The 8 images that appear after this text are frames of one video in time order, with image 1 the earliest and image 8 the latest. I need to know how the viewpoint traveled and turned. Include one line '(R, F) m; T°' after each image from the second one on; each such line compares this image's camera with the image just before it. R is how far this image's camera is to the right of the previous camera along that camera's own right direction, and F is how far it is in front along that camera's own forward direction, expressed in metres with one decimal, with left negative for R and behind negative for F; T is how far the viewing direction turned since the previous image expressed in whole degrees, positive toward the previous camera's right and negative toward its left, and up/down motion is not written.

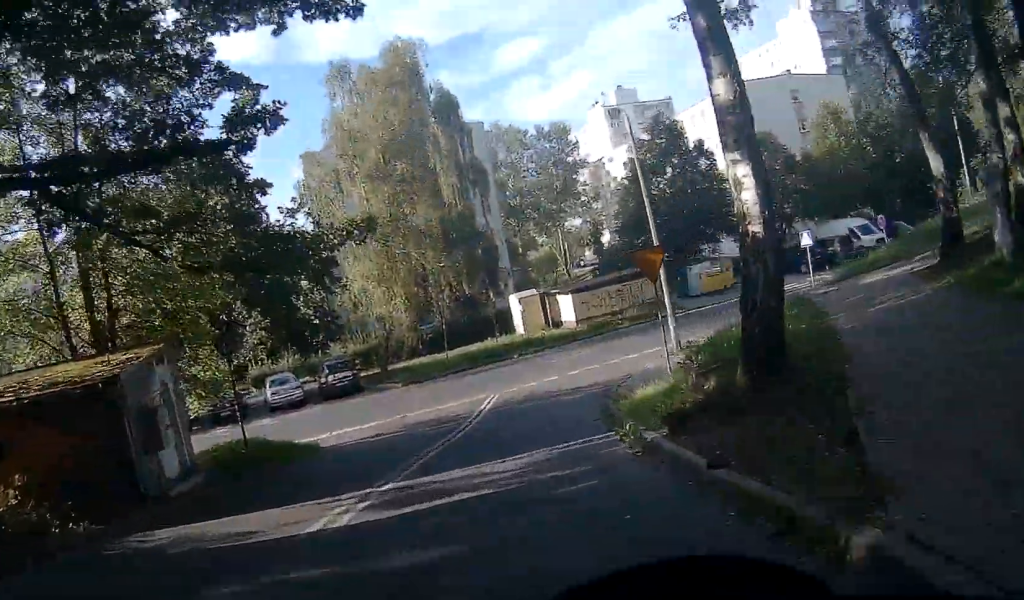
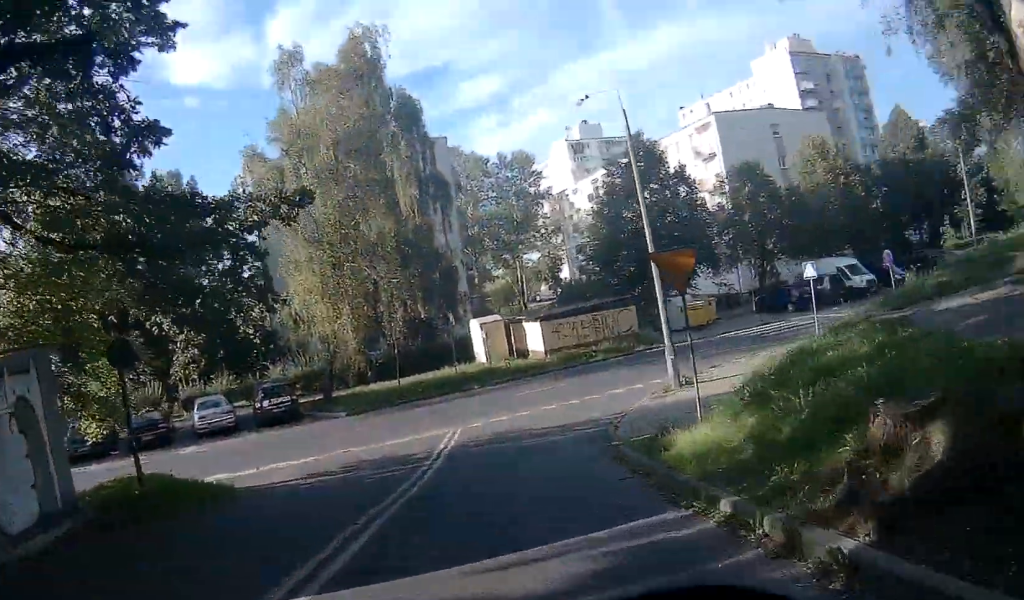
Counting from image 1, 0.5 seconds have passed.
(0.0, +4.4) m; +3°
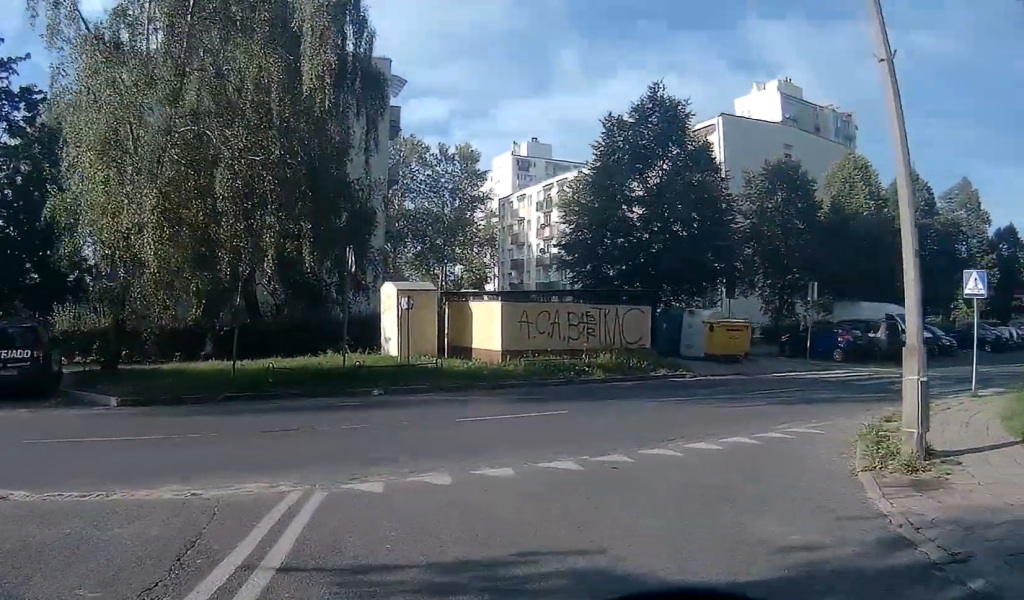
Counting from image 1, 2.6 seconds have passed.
(+2.4, +17.6) m; +13°
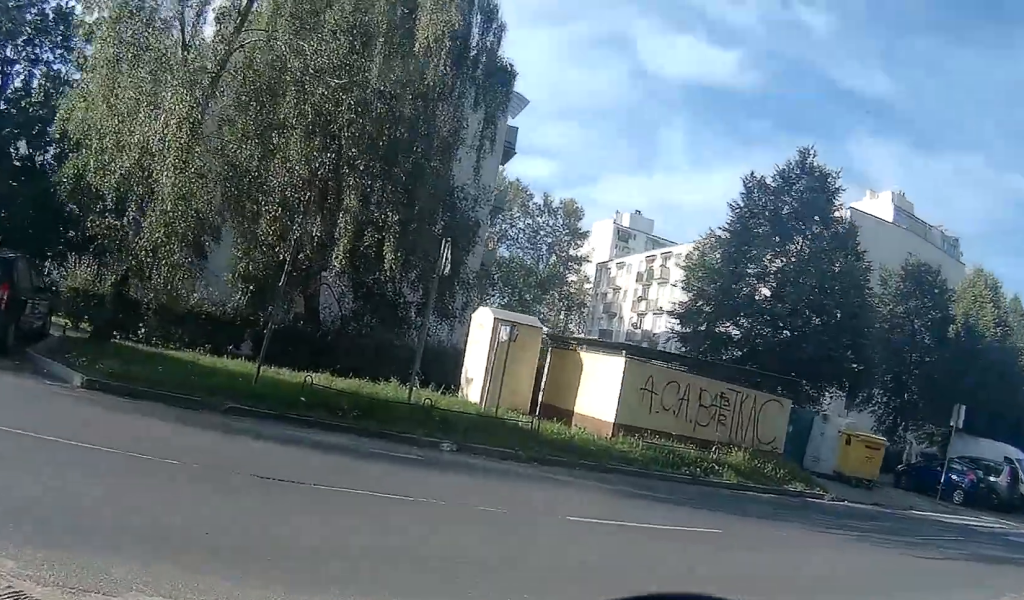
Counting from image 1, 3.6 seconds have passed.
(+0.1, +6.0) m; -2°
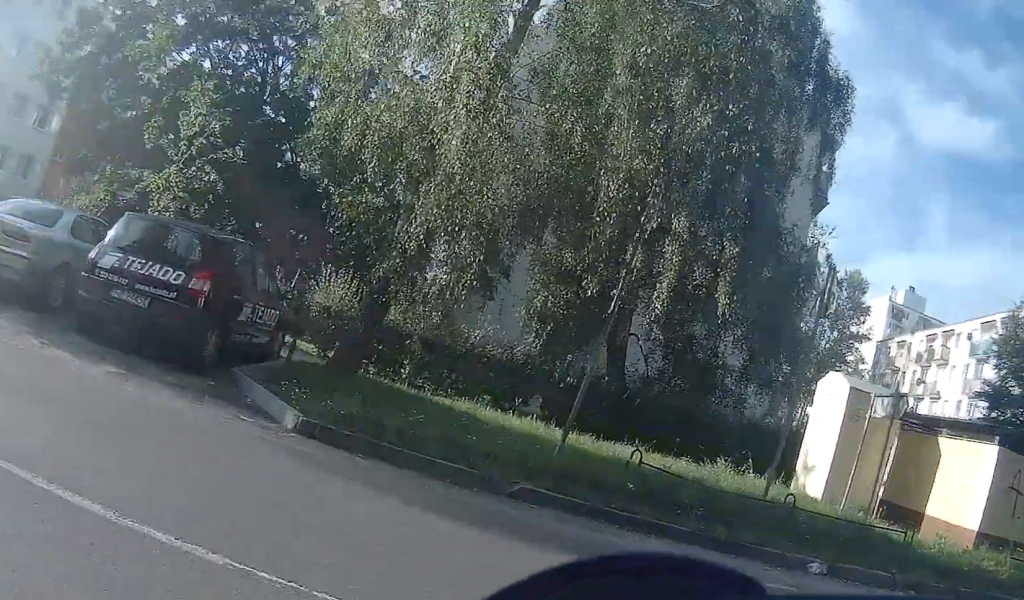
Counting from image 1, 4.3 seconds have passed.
(-0.2, +3.9) m; -11°
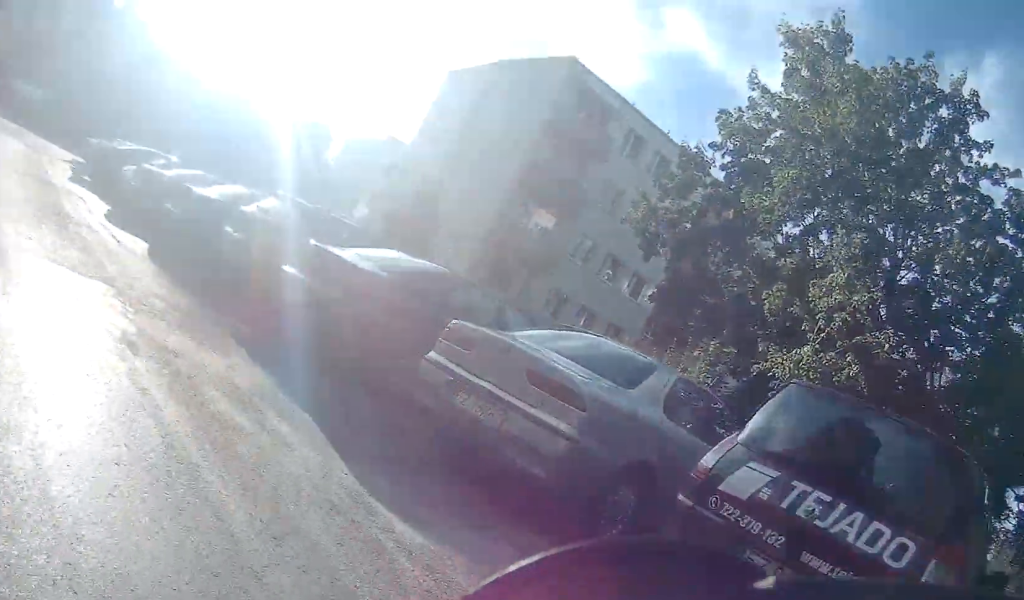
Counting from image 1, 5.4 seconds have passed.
(-0.9, +4.7) m; -36°
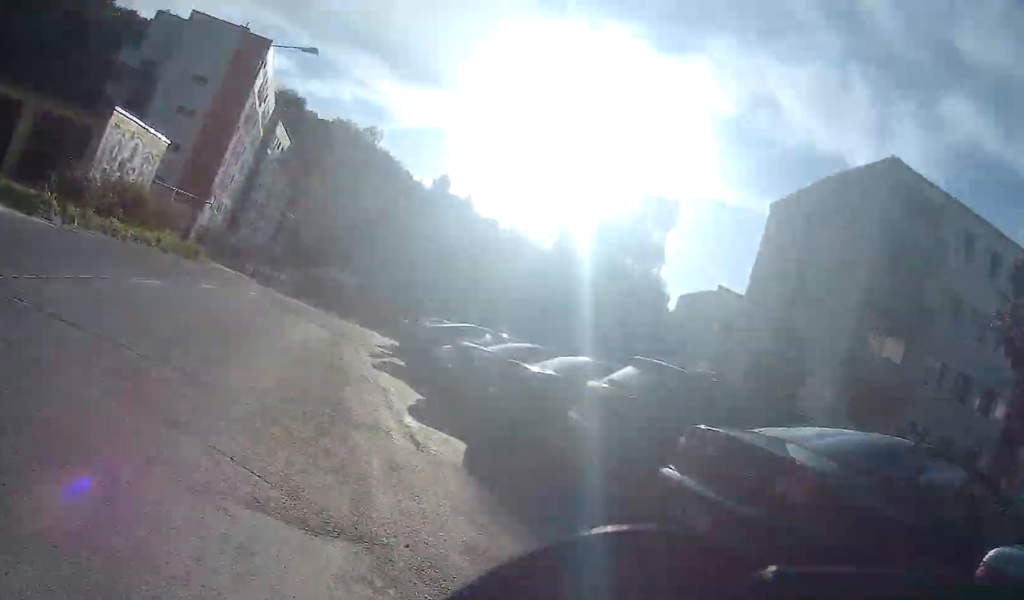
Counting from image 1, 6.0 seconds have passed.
(-0.6, +2.1) m; -26°
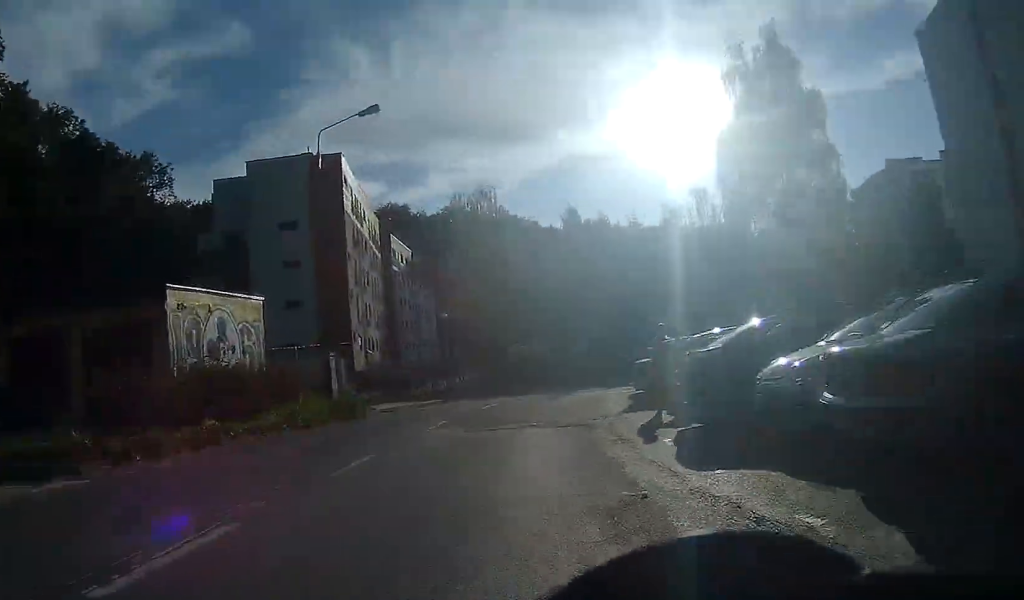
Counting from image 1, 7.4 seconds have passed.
(-2.5, +5.0) m; -29°
